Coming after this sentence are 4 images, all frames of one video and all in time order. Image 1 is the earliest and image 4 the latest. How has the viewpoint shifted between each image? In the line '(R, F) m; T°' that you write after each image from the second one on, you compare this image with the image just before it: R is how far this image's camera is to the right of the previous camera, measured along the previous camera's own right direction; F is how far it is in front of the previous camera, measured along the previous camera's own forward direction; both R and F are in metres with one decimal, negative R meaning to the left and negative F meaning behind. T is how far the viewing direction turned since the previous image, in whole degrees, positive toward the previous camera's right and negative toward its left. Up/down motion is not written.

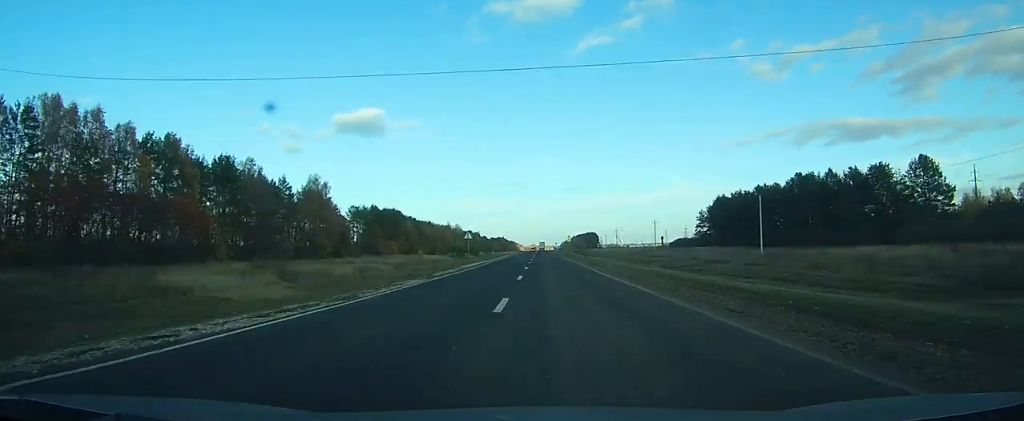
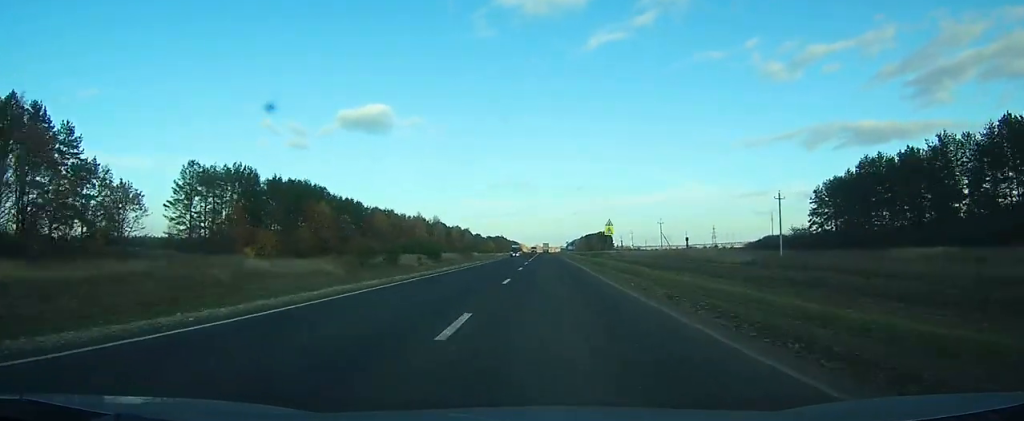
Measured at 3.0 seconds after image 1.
(-0.7, +84.0) m; -1°
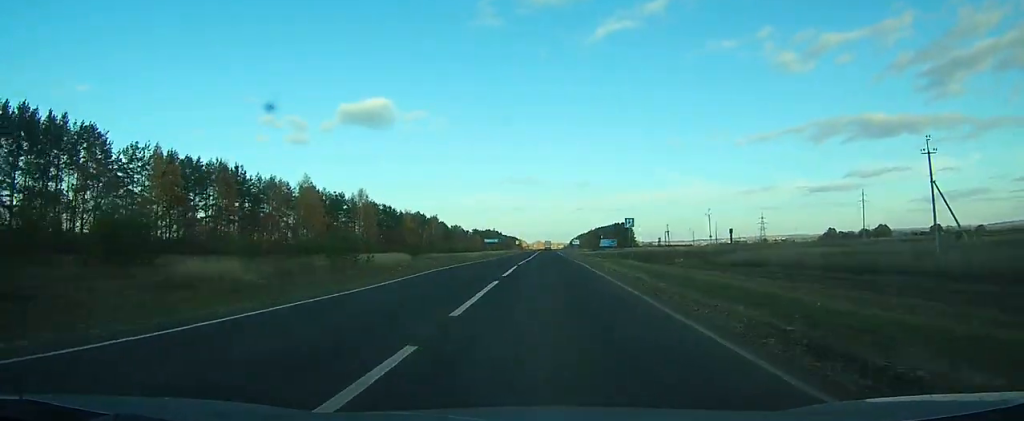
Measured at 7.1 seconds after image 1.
(-0.4, +119.3) m; 0°
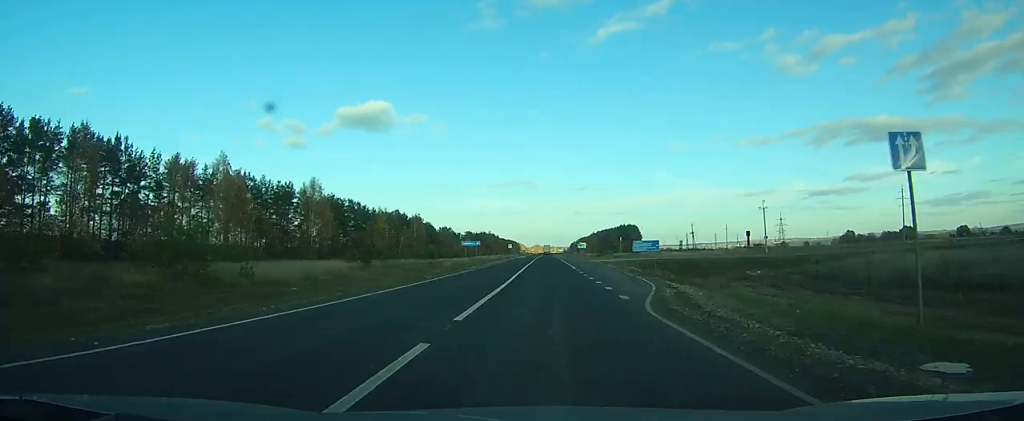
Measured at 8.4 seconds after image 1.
(0.0, +35.6) m; 0°
